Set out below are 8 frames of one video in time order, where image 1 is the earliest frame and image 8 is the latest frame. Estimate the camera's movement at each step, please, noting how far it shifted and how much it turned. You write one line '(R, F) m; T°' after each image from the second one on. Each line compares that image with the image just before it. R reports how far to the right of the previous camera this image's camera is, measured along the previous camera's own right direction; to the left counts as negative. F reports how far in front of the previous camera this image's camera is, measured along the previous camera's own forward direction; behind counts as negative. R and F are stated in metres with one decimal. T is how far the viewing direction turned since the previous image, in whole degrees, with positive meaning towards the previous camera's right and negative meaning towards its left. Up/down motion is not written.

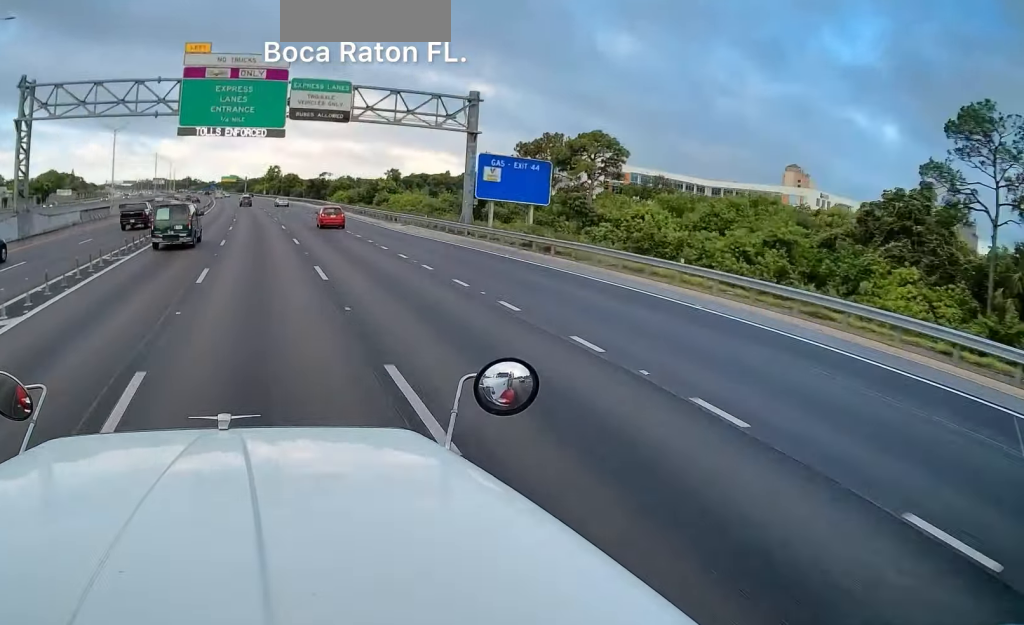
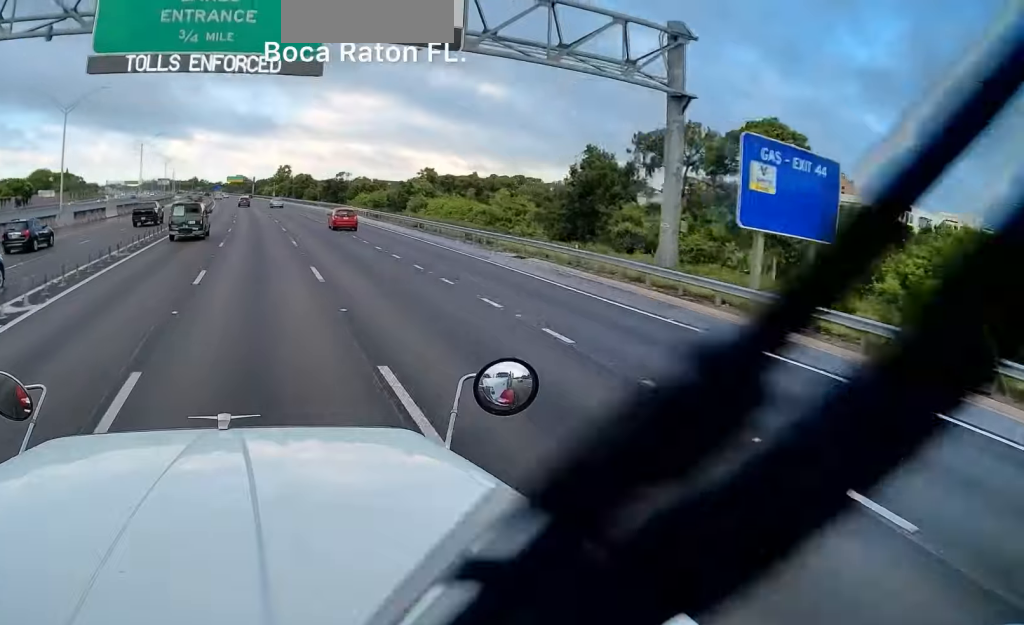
(0.0, +25.0) m; 0°
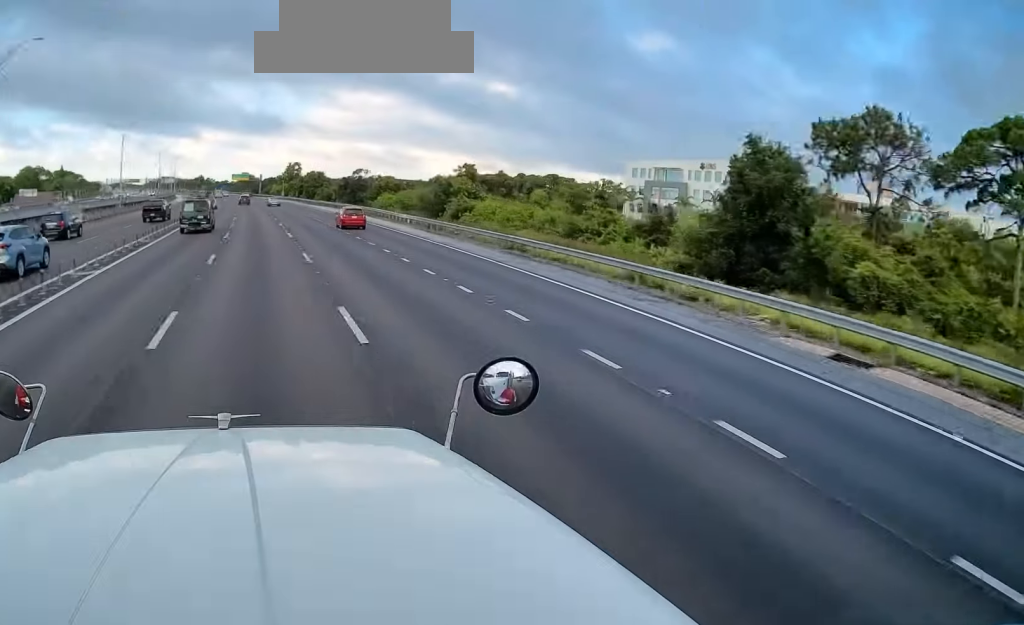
(+0.1, +19.0) m; 0°
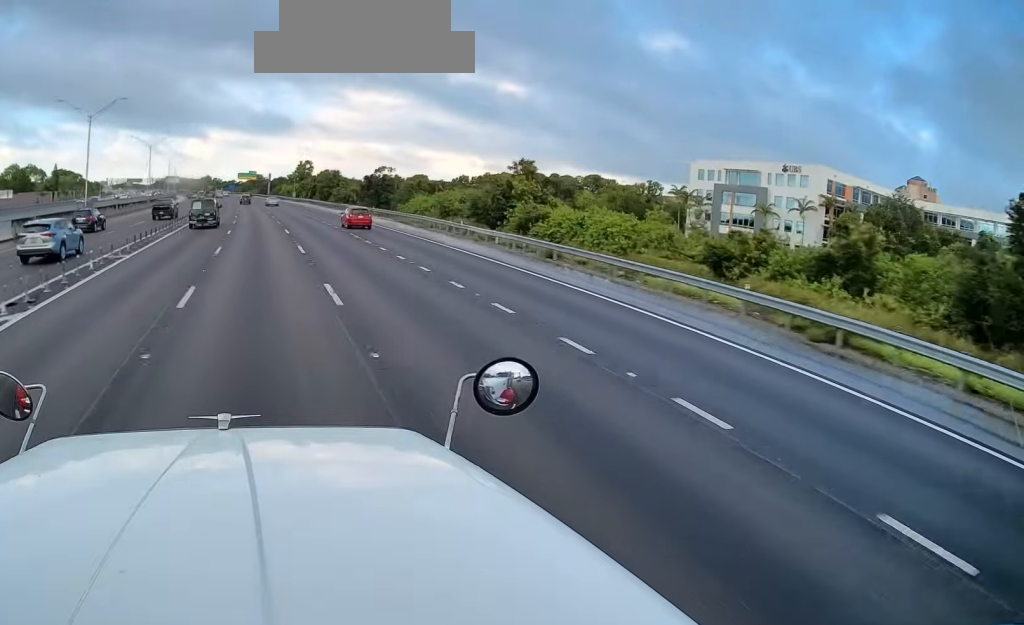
(-0.1, +21.0) m; -2°
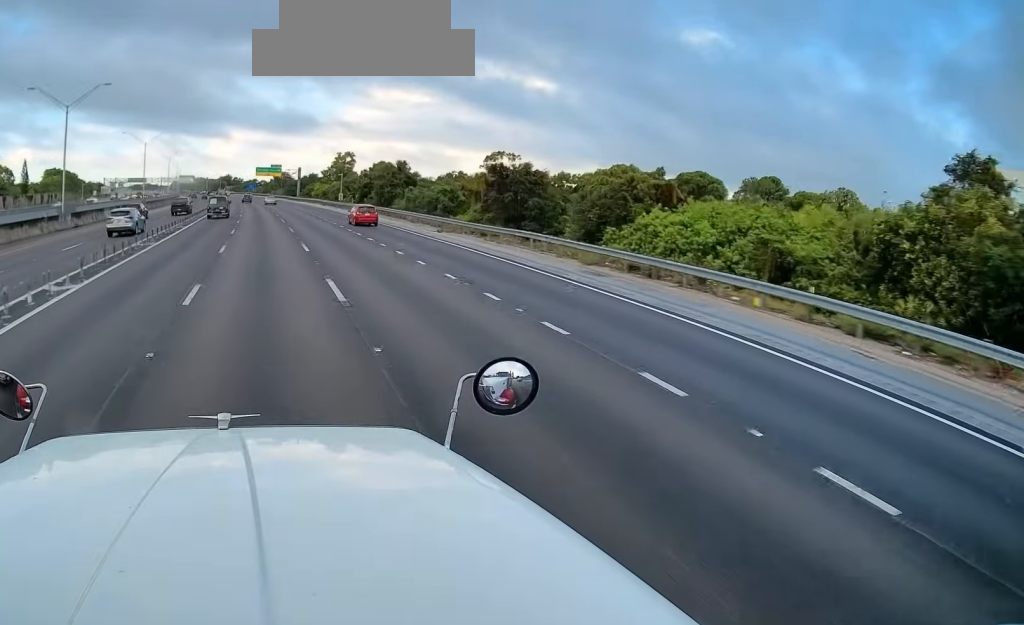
(-1.8, +62.2) m; -2°
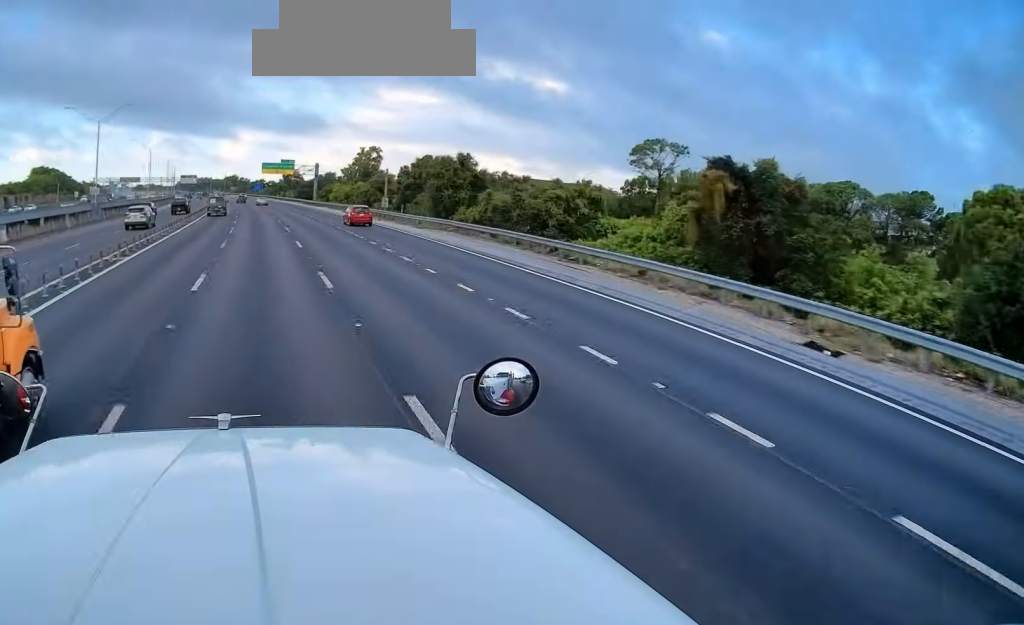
(-0.4, +34.2) m; -1°
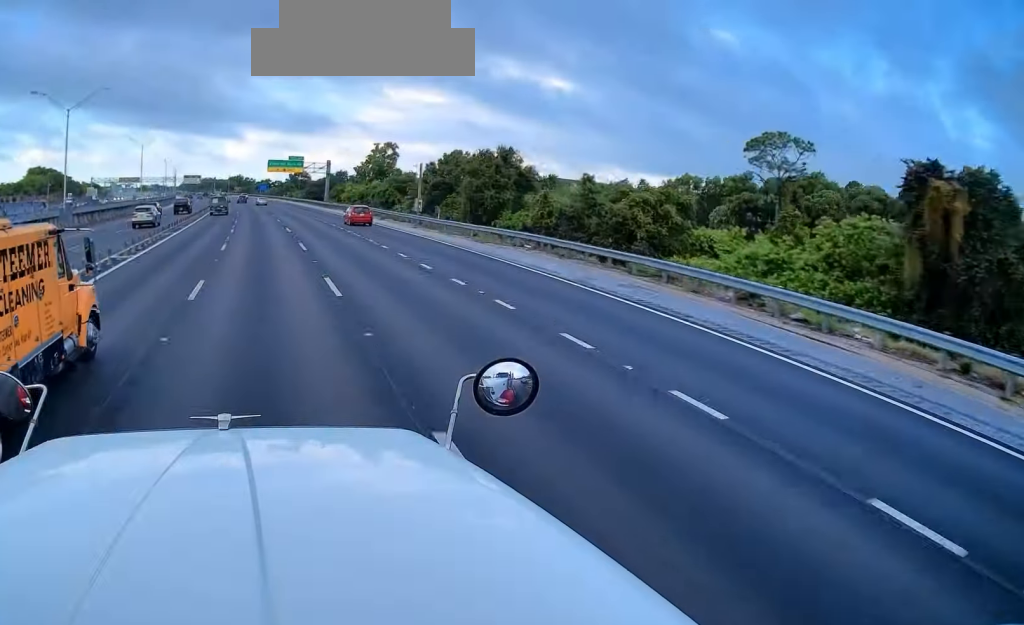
(-0.3, +13.9) m; 0°
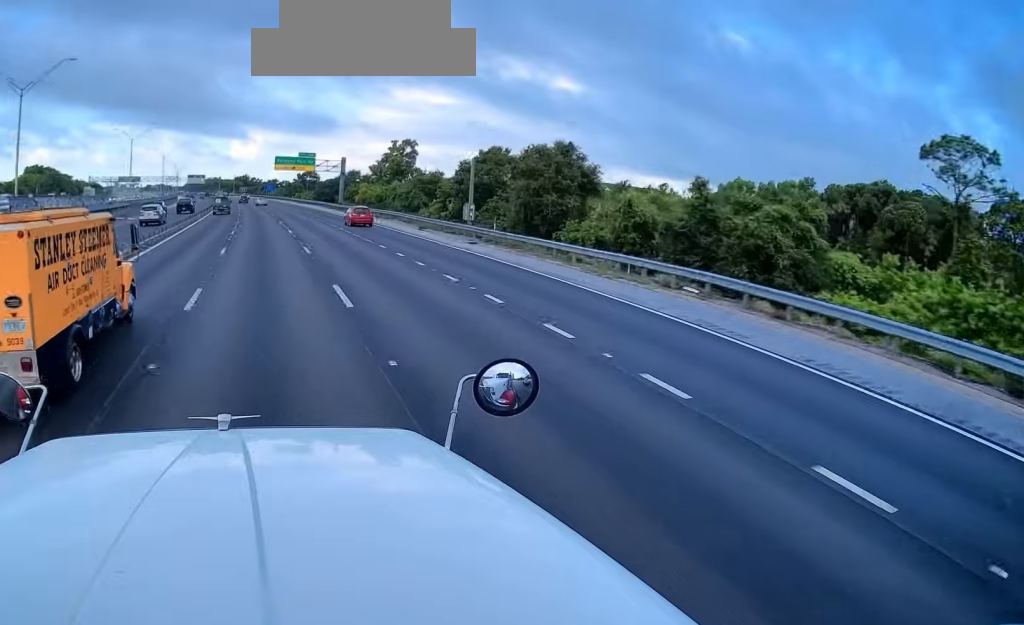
(+0.1, +14.7) m; 0°
